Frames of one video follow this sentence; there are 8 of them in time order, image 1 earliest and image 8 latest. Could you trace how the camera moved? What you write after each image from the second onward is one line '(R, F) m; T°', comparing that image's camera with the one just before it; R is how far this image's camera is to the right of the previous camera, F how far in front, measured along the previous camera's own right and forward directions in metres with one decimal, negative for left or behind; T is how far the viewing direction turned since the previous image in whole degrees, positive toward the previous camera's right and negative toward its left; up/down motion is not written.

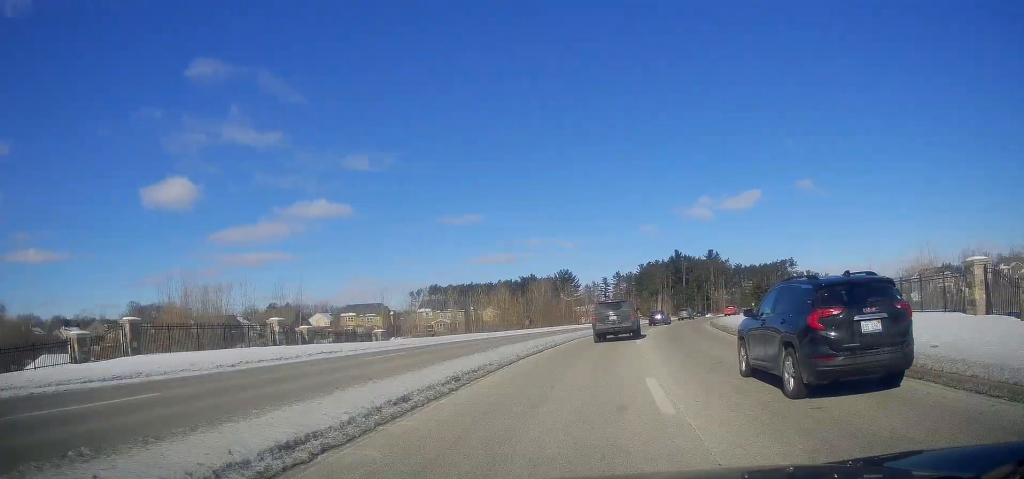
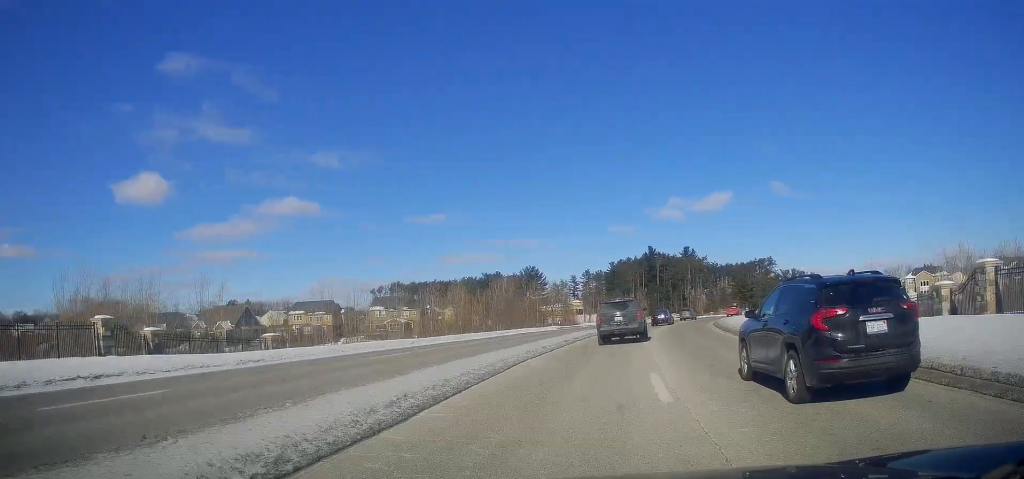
(+0.3, +14.5) m; +3°
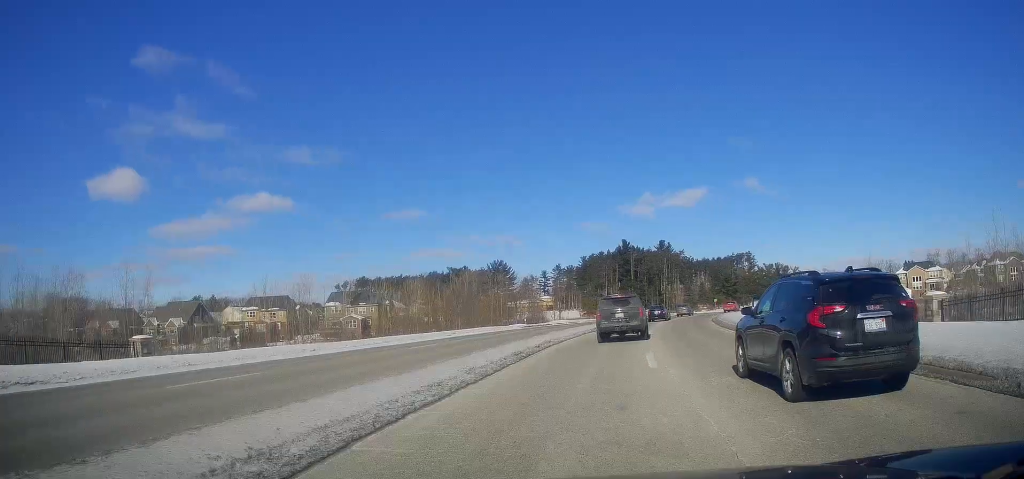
(+0.1, +10.8) m; +3°
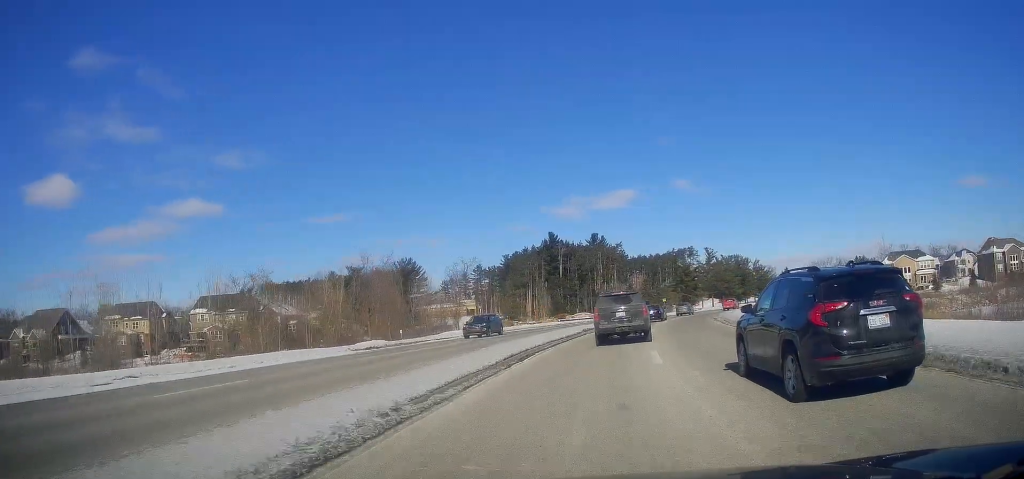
(+2.1, +29.8) m; +8°
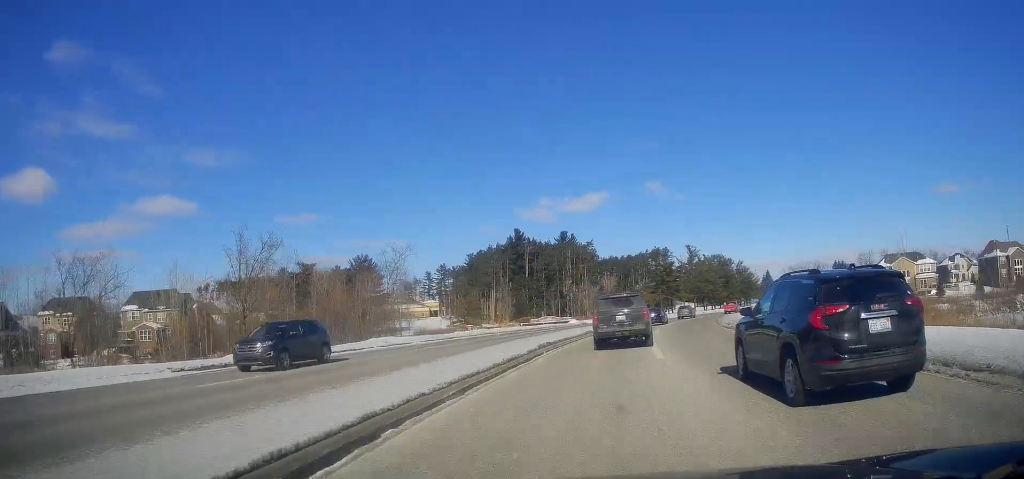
(+0.3, +13.3) m; +2°
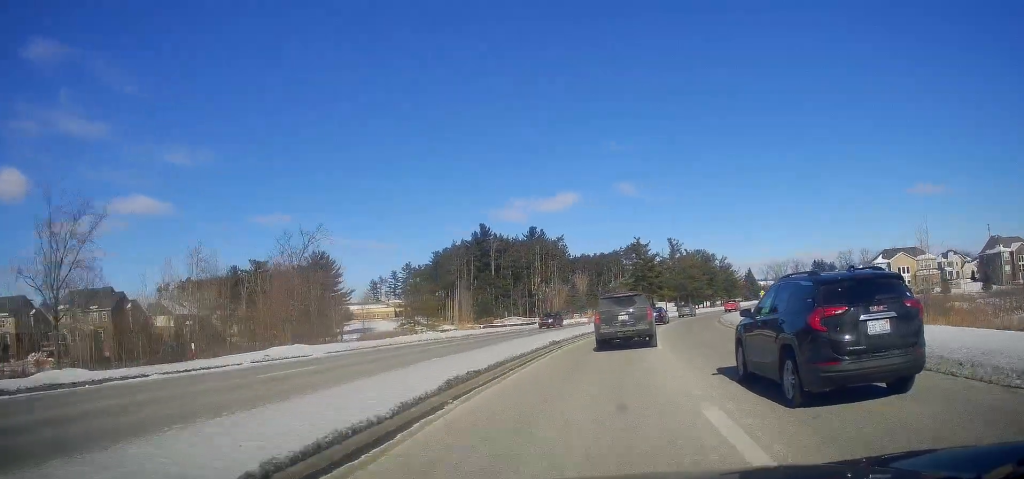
(+0.2, +11.8) m; +3°
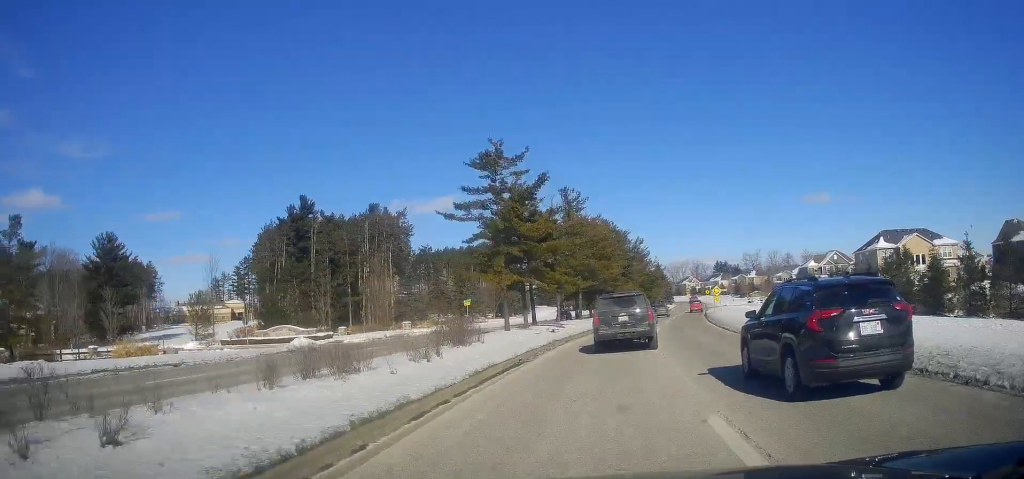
(+5.8, +46.1) m; +14°
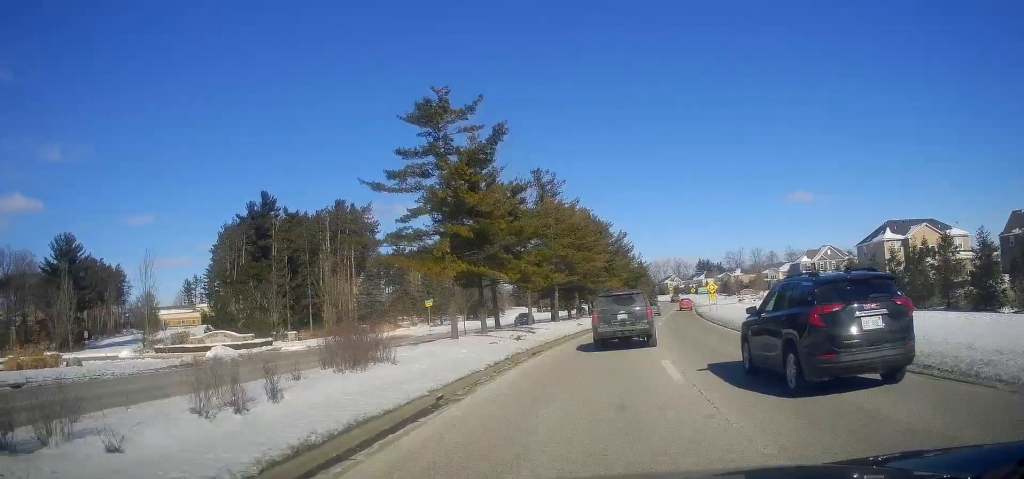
(+0.1, +8.0) m; +2°
